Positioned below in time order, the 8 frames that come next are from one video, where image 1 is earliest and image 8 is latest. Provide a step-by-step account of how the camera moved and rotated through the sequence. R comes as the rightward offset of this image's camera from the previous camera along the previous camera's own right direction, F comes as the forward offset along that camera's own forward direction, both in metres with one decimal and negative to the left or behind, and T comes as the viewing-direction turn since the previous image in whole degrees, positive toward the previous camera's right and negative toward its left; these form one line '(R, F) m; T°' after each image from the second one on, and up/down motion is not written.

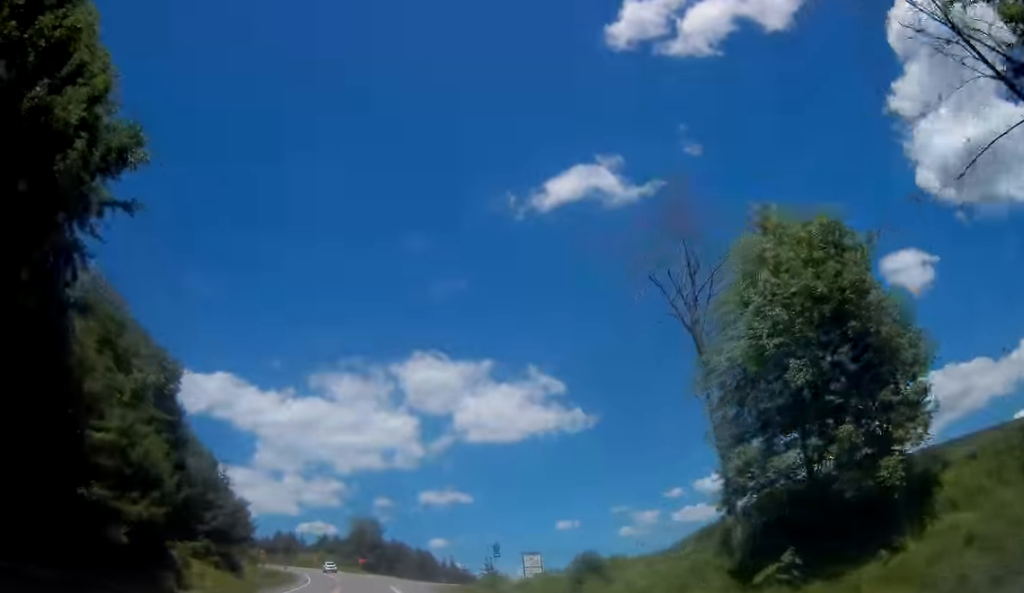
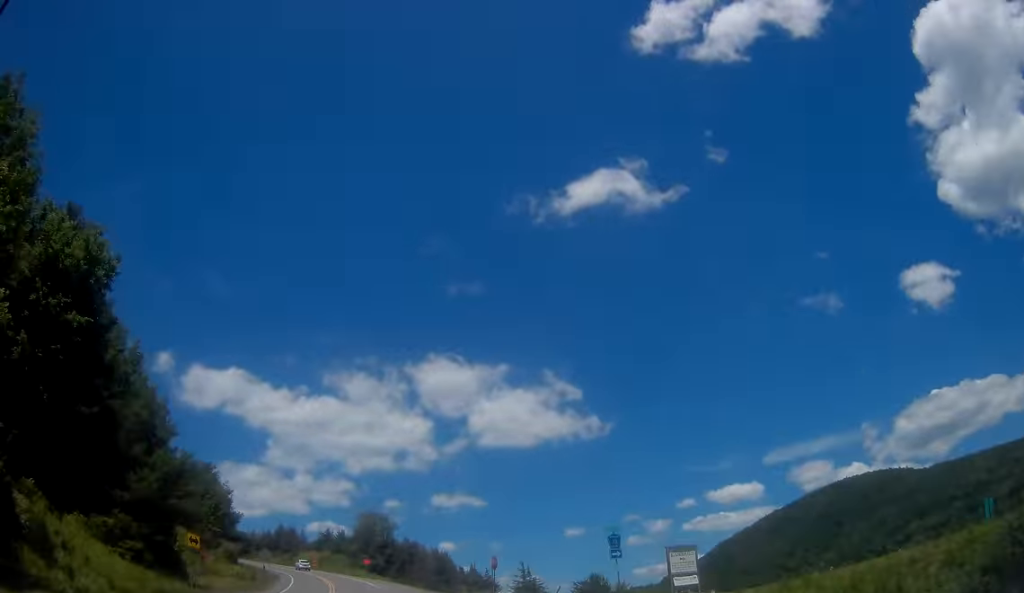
(+0.1, +20.9) m; 0°
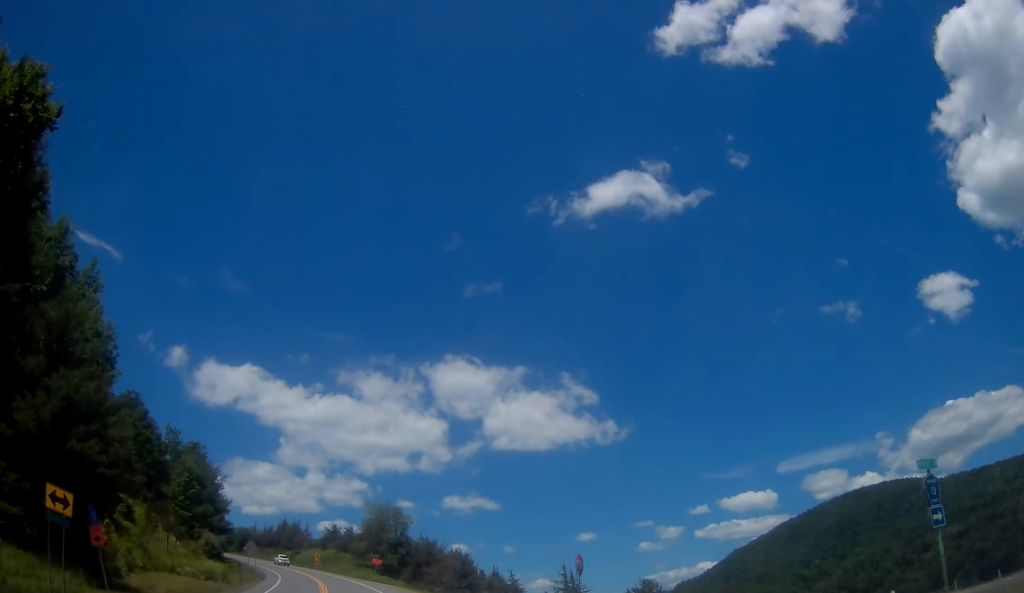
(-0.1, +14.9) m; -1°
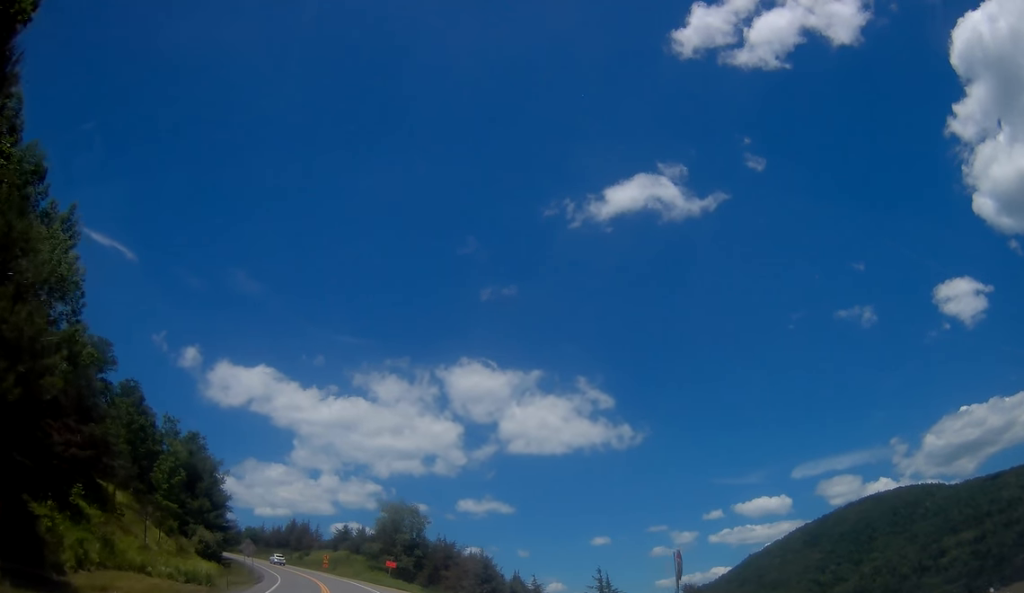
(0.0, +7.5) m; -1°
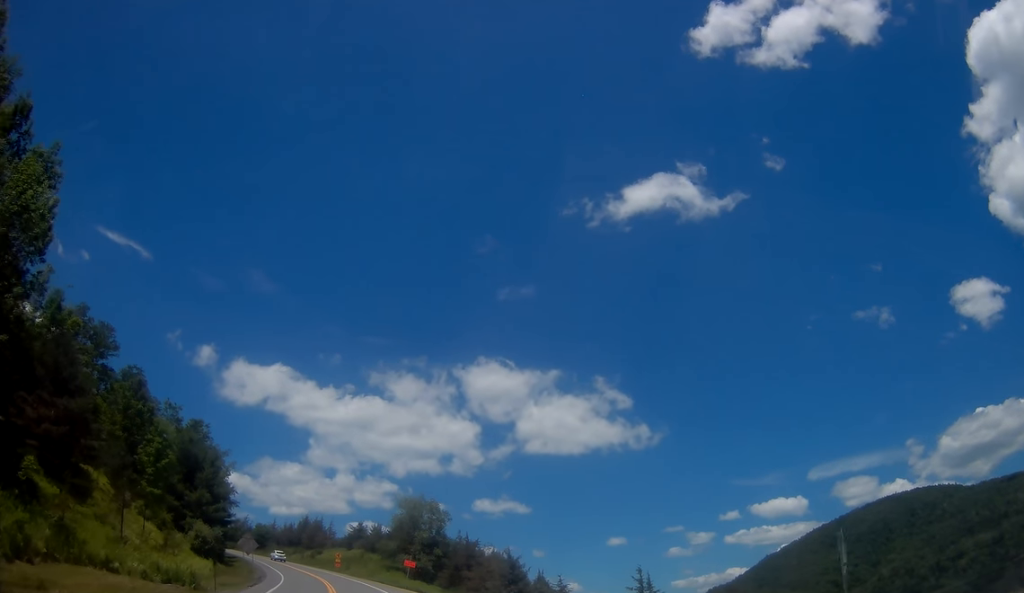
(-0.1, +6.4) m; -1°
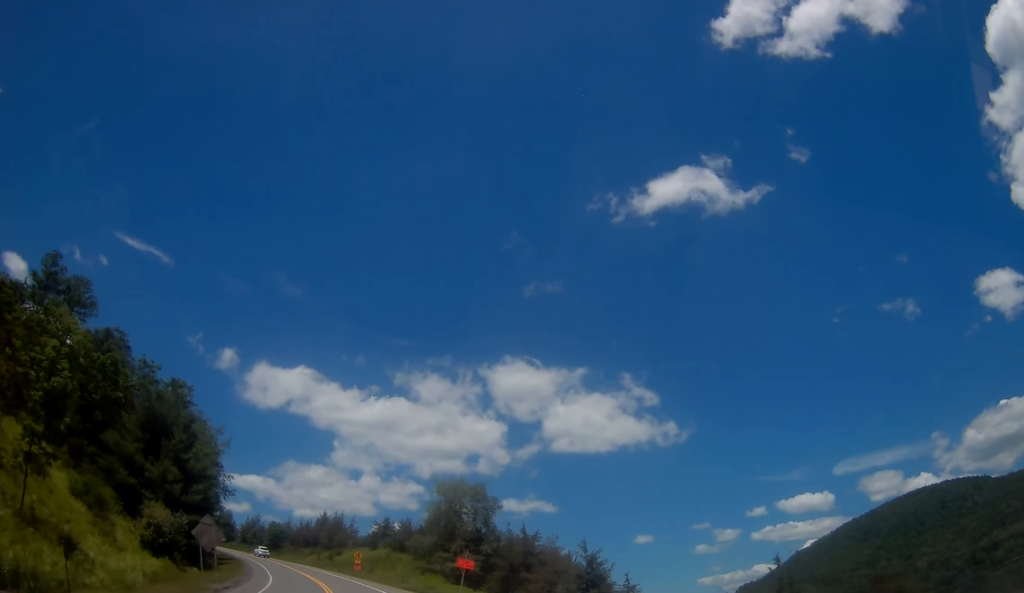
(-0.5, +18.0) m; -3°
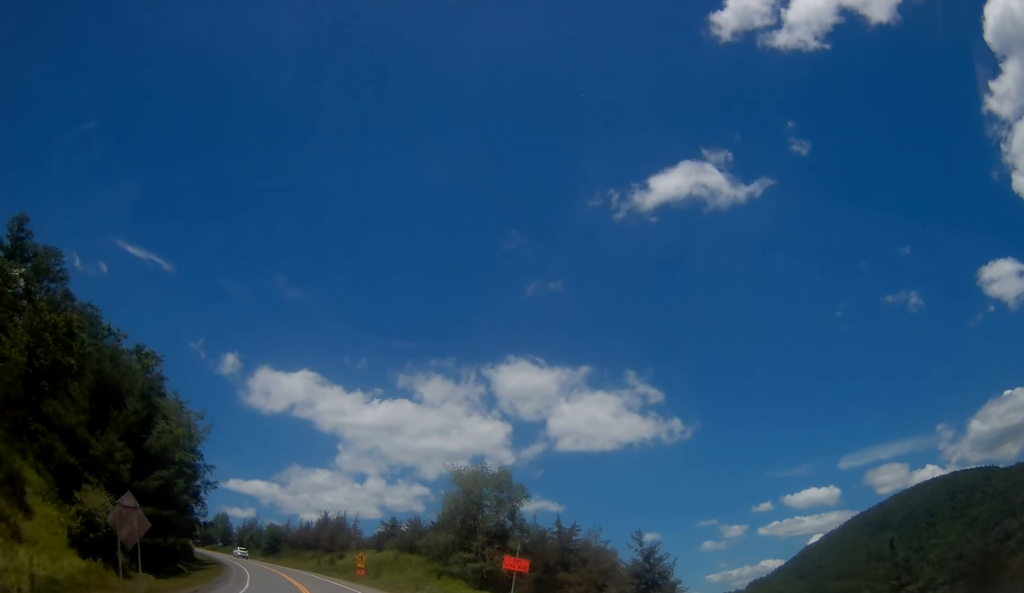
(-0.2, +10.7) m; -1°
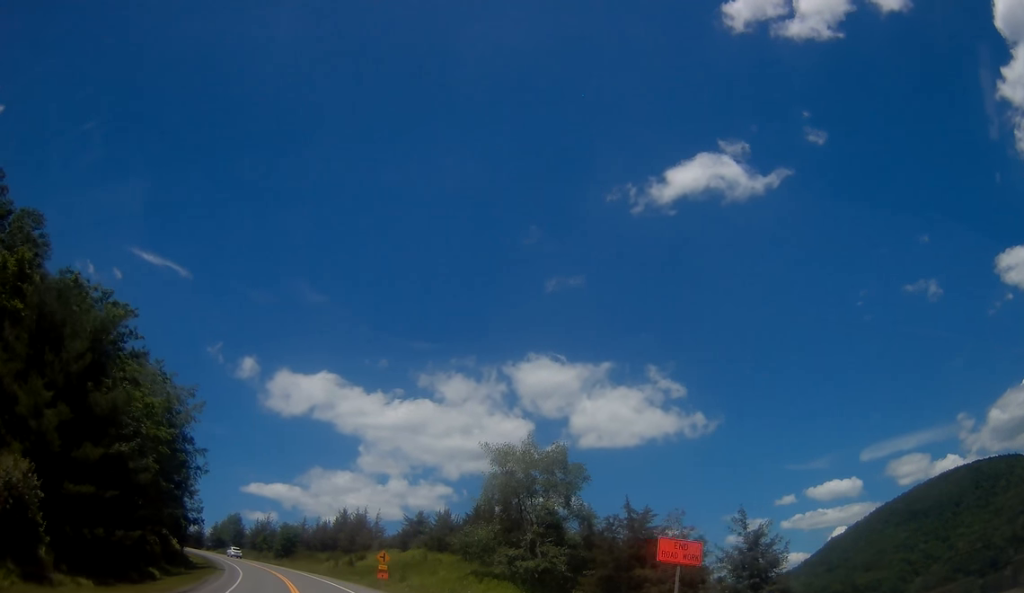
(0.0, +10.8) m; -1°
